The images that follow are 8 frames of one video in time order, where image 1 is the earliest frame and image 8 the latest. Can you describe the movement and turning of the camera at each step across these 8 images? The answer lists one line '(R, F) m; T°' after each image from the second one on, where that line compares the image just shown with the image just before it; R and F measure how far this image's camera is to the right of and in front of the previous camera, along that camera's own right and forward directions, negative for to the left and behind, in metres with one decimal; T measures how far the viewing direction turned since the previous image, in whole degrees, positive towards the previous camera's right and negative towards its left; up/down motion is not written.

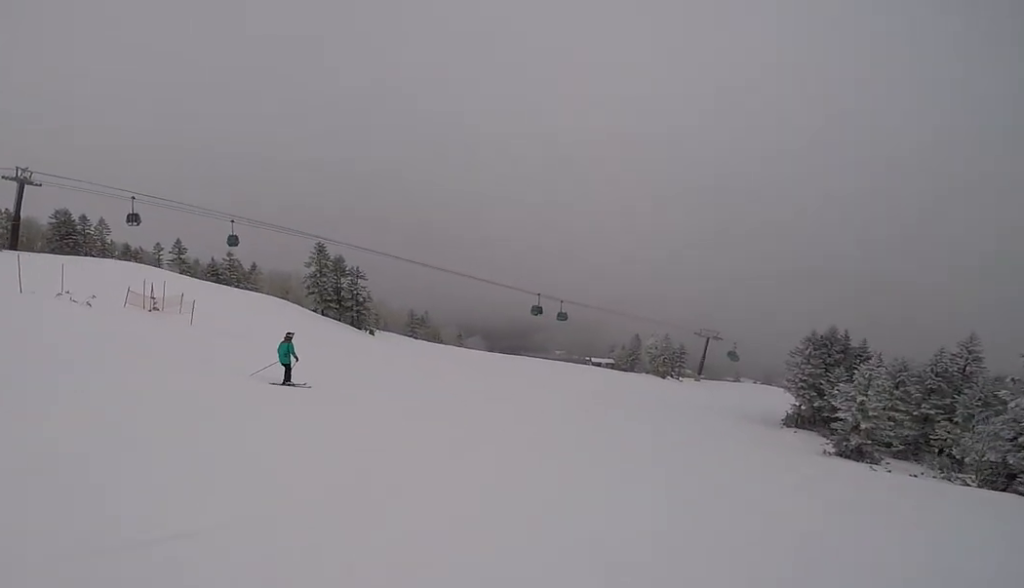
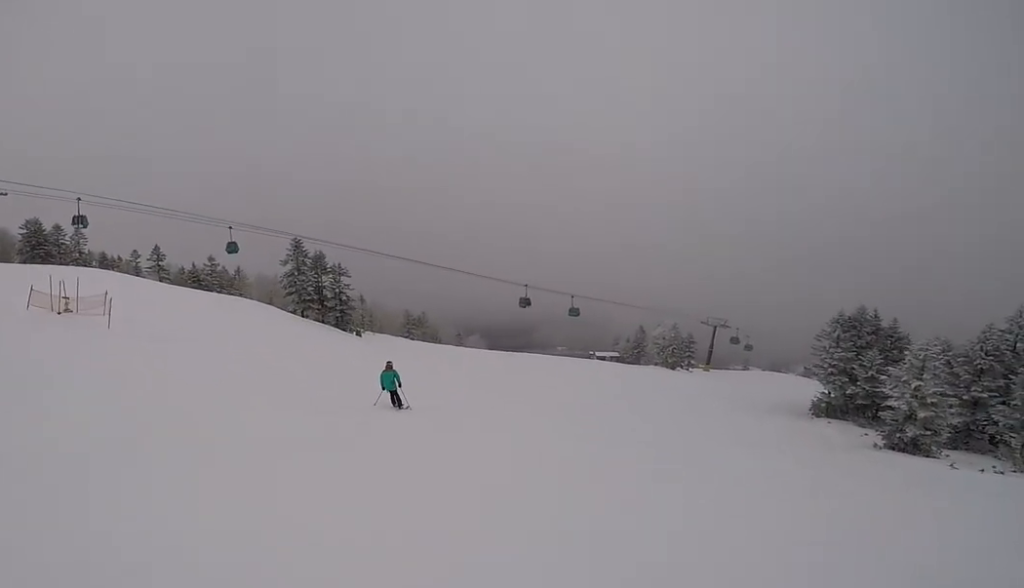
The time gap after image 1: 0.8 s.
(+0.1, +4.8) m; +12°
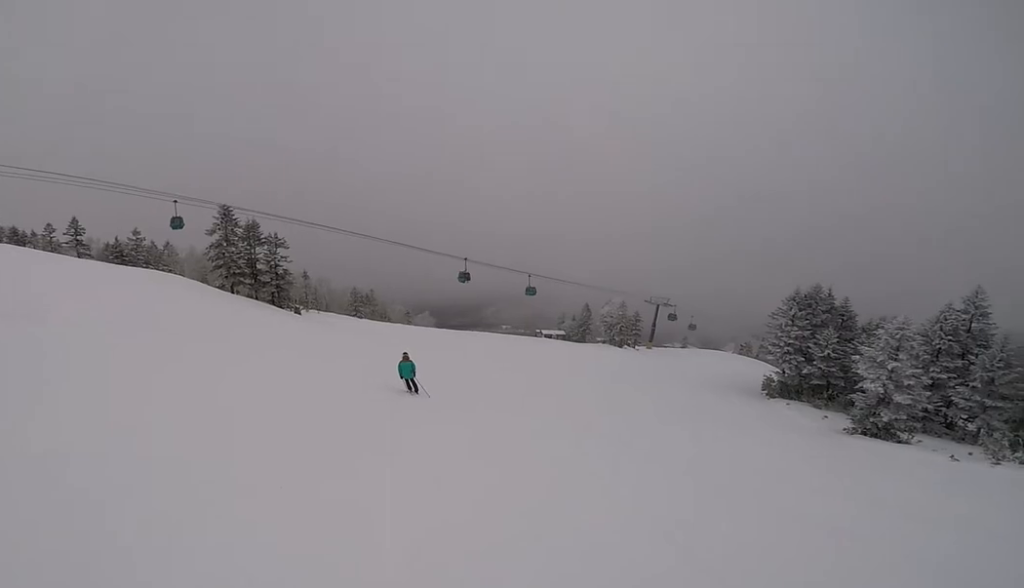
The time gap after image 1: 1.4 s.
(+0.5, +4.2) m; +10°
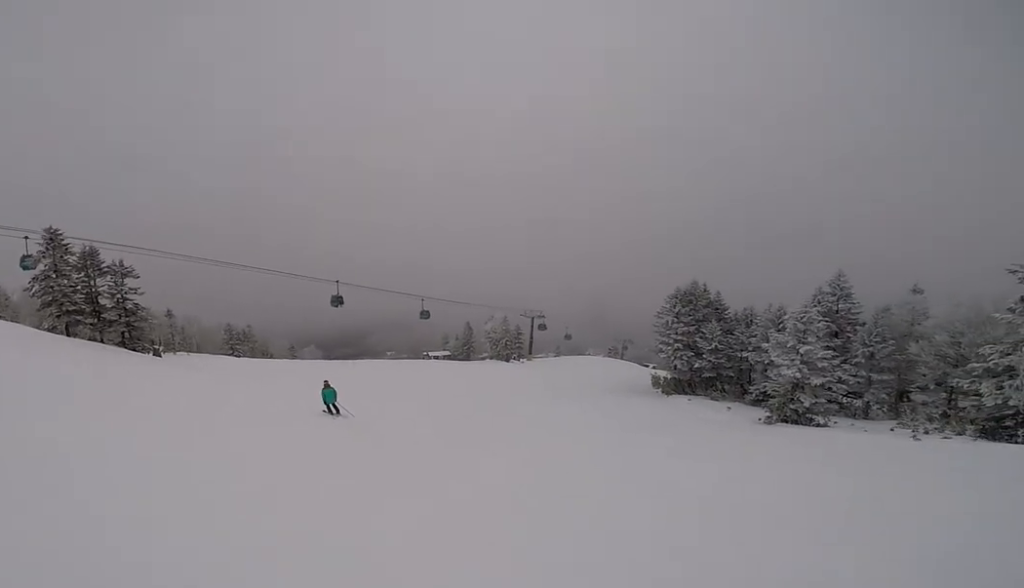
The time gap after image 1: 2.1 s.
(+0.7, +5.3) m; +10°
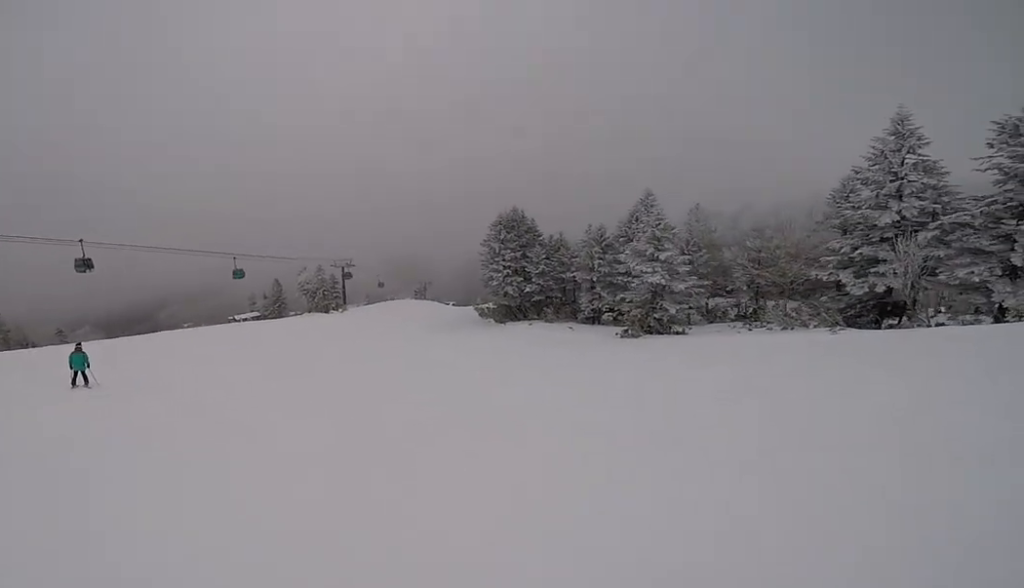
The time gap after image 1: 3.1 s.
(+0.1, +7.0) m; +8°
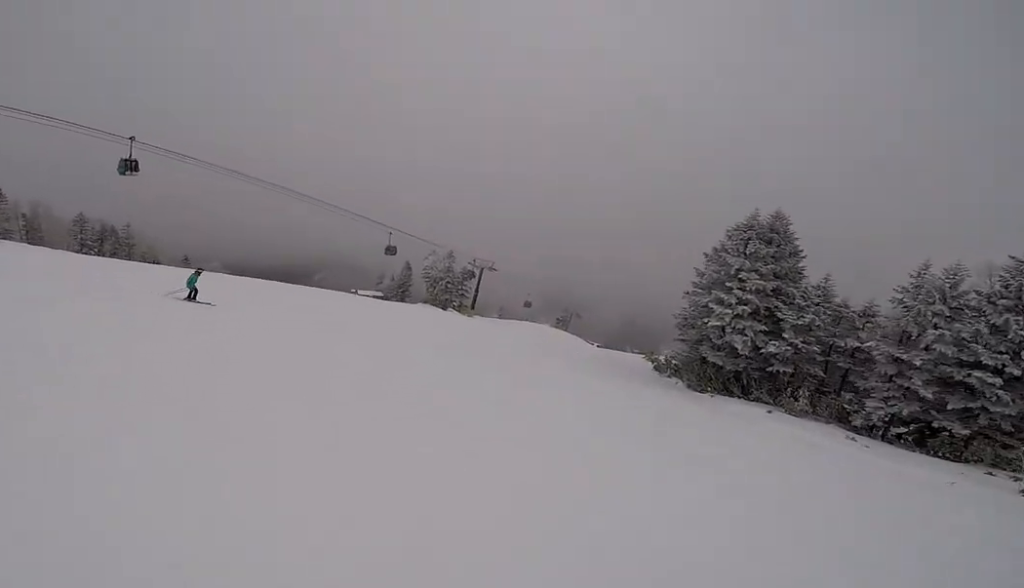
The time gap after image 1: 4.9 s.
(-2.4, +12.6) m; -31°
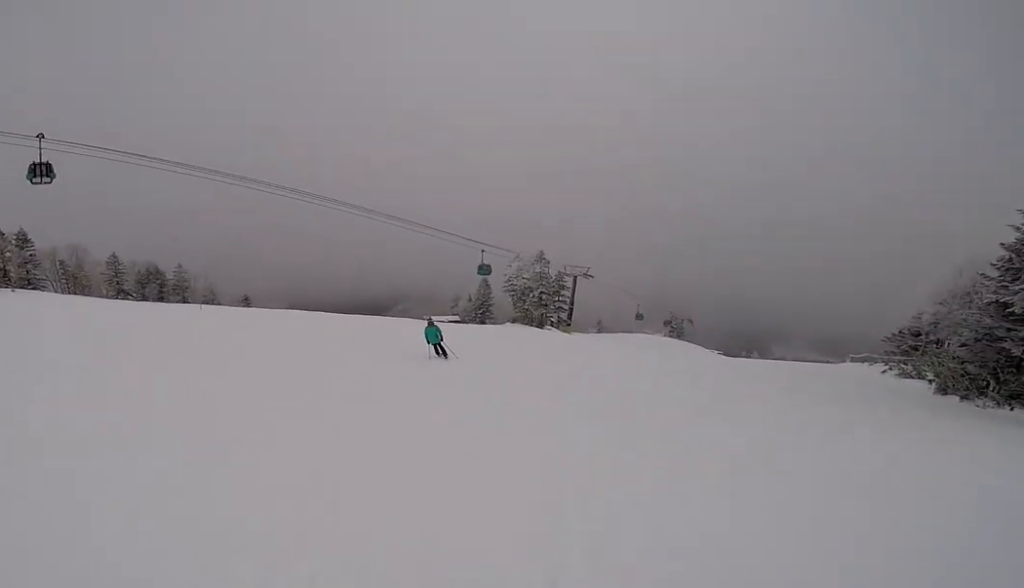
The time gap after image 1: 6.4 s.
(-0.9, +10.7) m; -8°
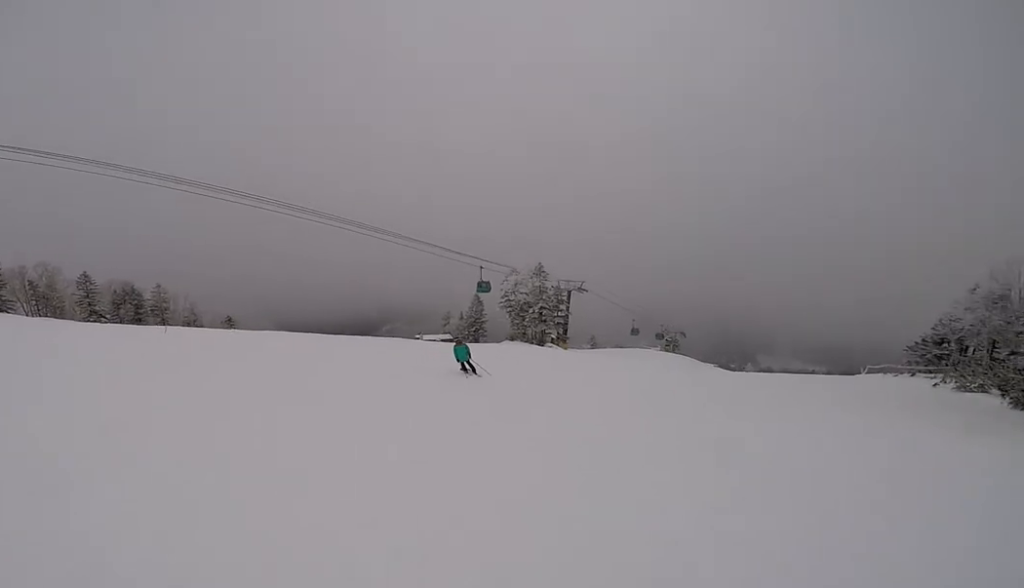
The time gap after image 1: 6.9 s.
(-0.1, +2.9) m; -2°
